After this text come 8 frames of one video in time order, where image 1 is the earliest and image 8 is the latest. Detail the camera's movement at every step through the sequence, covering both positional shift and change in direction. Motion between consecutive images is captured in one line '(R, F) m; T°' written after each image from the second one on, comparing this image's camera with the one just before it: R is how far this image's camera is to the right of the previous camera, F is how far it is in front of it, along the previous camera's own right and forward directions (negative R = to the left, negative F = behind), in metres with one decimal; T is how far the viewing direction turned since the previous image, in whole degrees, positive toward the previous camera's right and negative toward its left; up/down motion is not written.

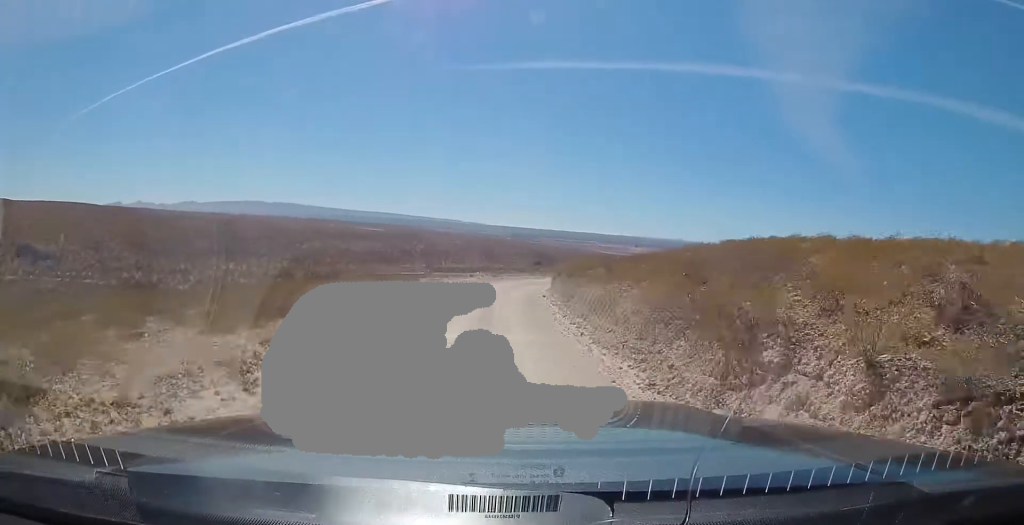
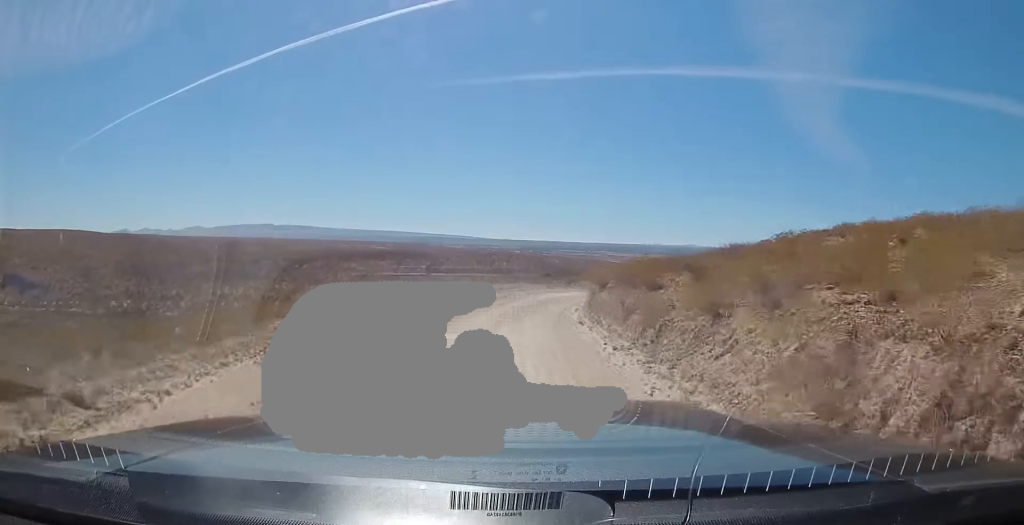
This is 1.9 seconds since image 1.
(0.0, +15.3) m; 0°
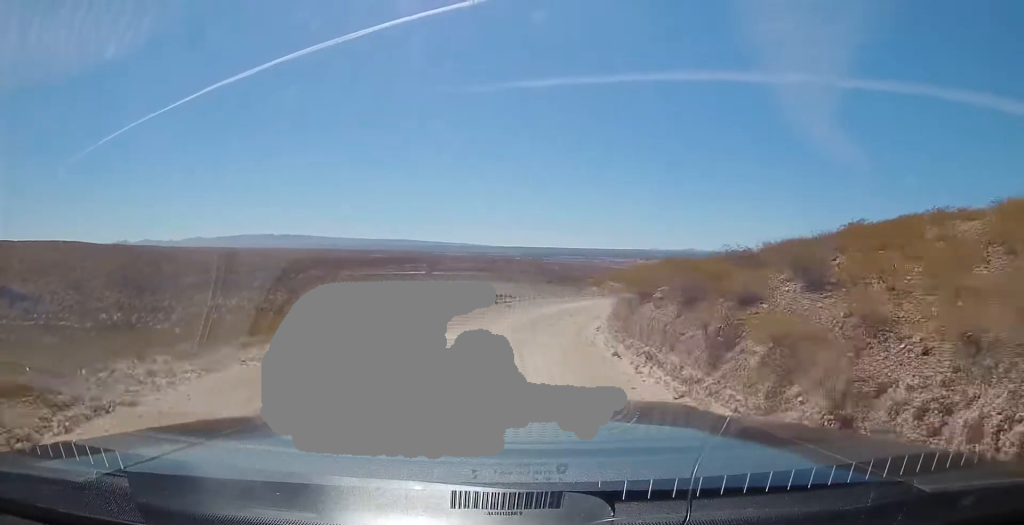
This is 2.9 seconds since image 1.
(0.0, +7.6) m; 0°
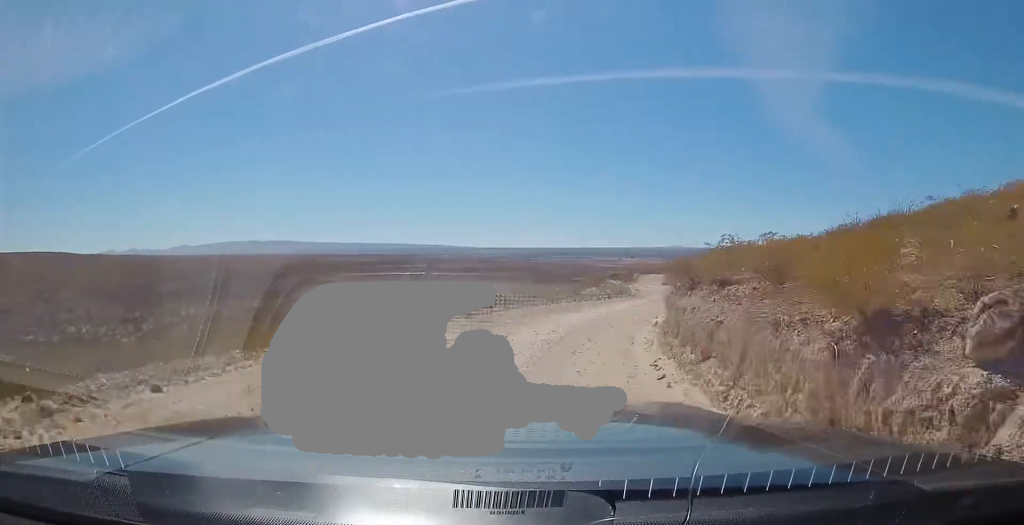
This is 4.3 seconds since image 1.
(+0.1, +11.5) m; 0°
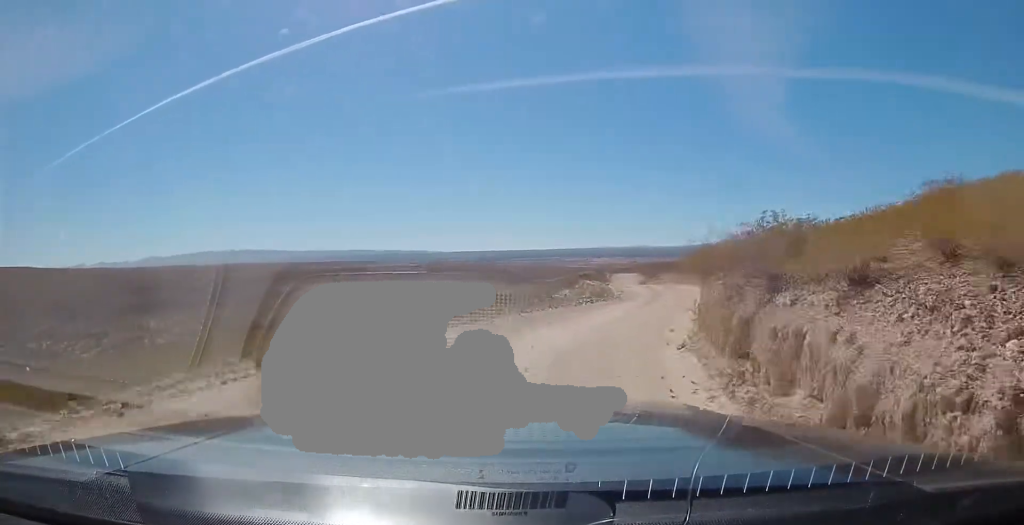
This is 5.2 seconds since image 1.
(-0.2, +7.2) m; +6°
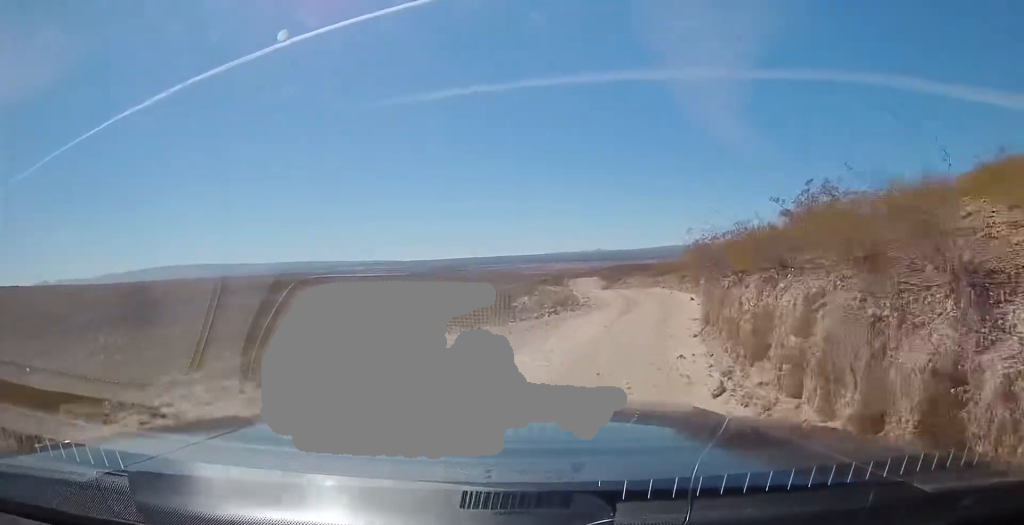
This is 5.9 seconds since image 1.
(+0.5, +5.3) m; +6°
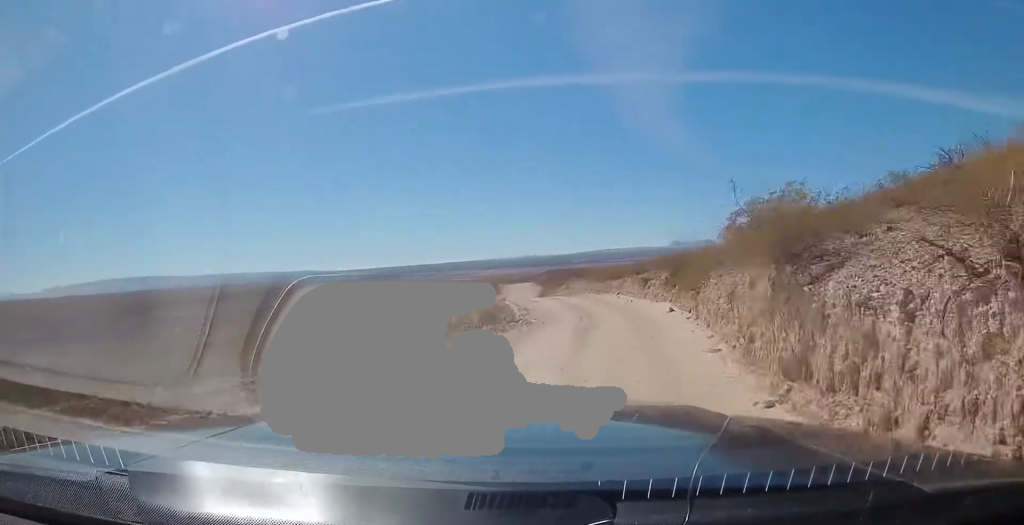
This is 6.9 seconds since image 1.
(+0.7, +8.2) m; +5°
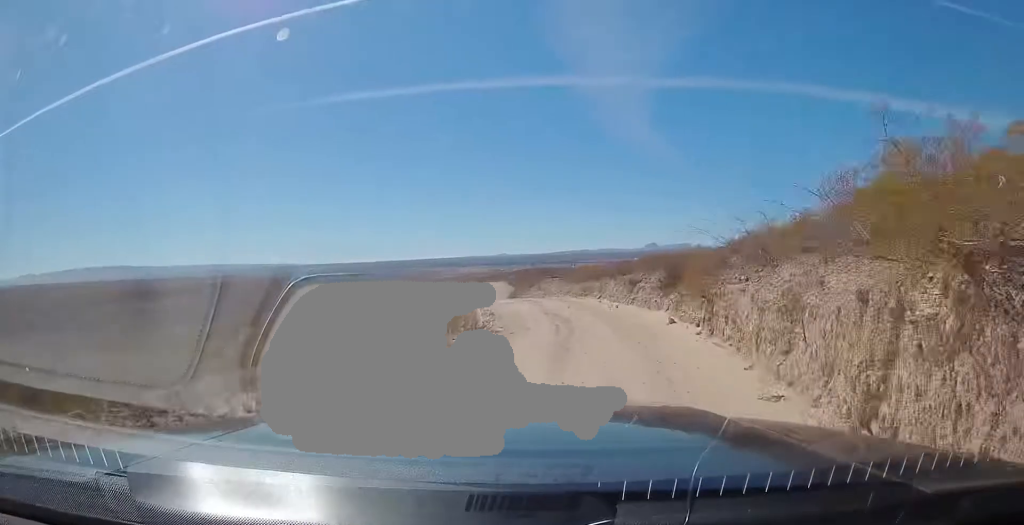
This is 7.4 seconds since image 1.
(0.0, +4.2) m; 0°
